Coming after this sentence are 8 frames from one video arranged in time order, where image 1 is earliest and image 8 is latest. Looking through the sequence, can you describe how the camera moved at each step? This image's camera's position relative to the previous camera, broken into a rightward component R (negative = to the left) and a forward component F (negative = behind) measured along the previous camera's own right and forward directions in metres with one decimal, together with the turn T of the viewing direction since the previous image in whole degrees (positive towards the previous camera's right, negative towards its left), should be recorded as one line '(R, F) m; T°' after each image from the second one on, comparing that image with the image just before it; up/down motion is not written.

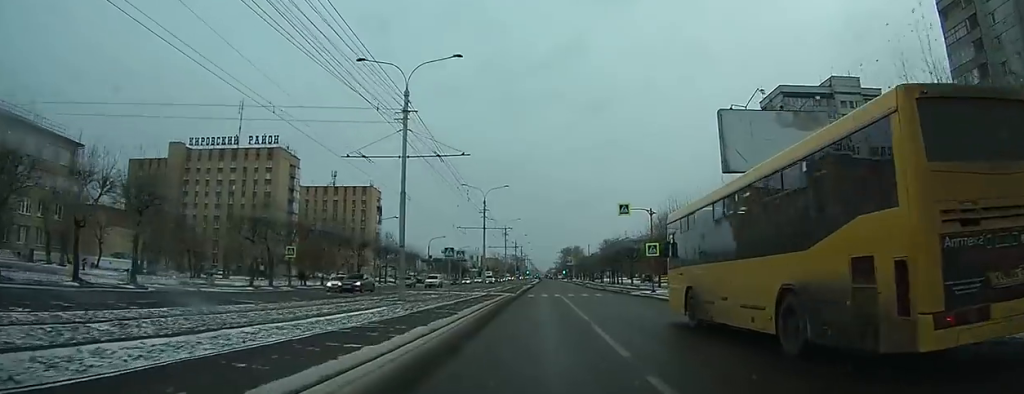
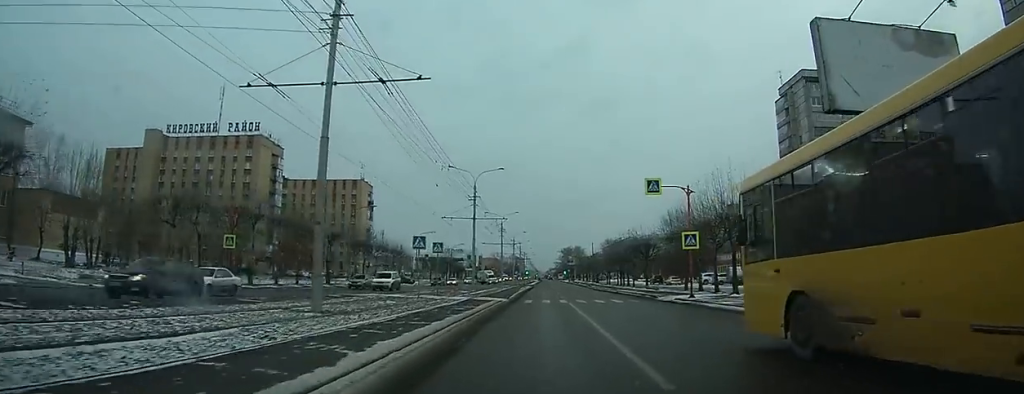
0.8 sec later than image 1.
(0.0, +10.7) m; 0°
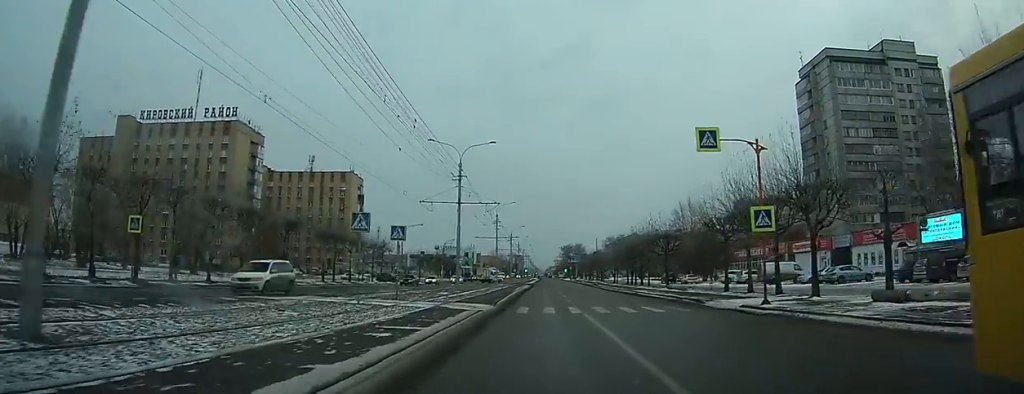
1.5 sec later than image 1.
(0.0, +9.6) m; 0°
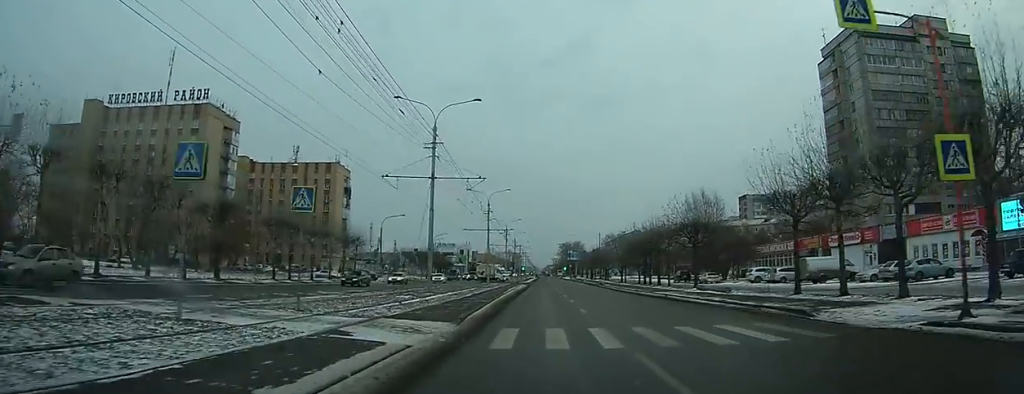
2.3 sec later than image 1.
(0.0, +9.5) m; 0°
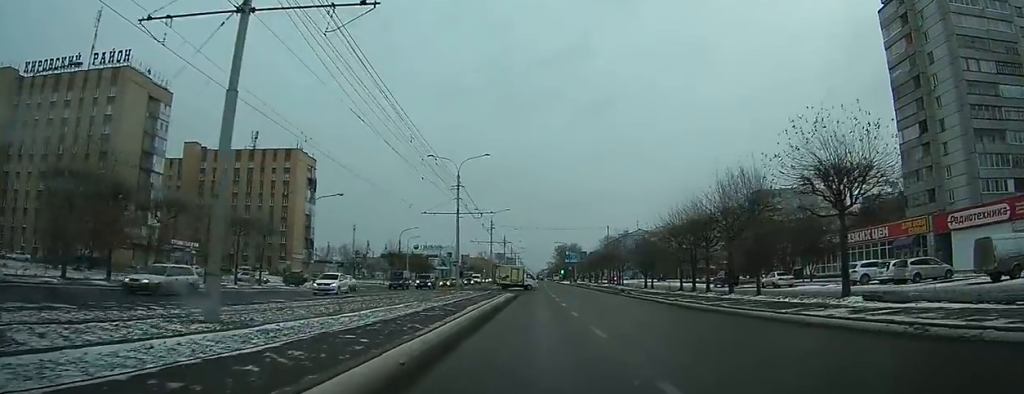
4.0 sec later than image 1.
(+0.1, +21.5) m; +1°
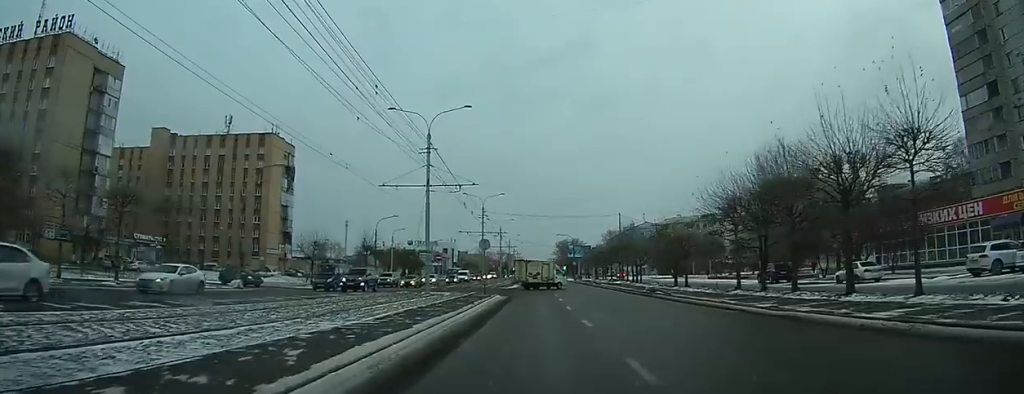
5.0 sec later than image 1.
(0.0, +13.6) m; 0°
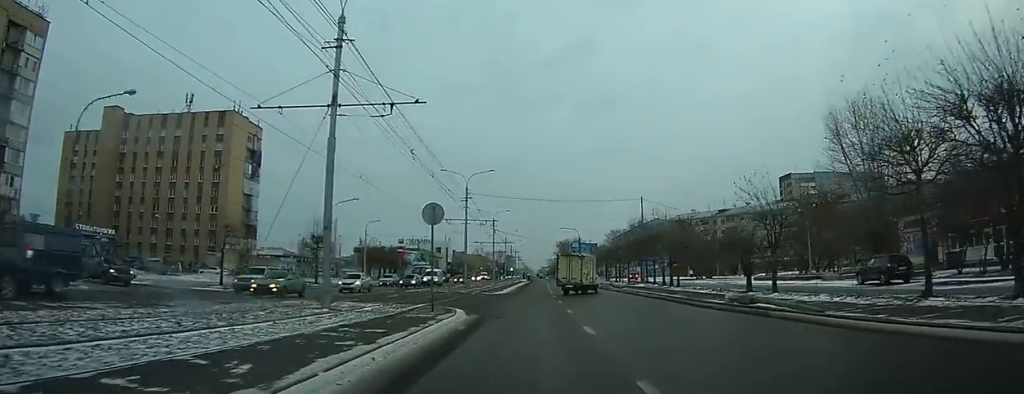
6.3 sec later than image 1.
(-0.1, +17.9) m; -1°
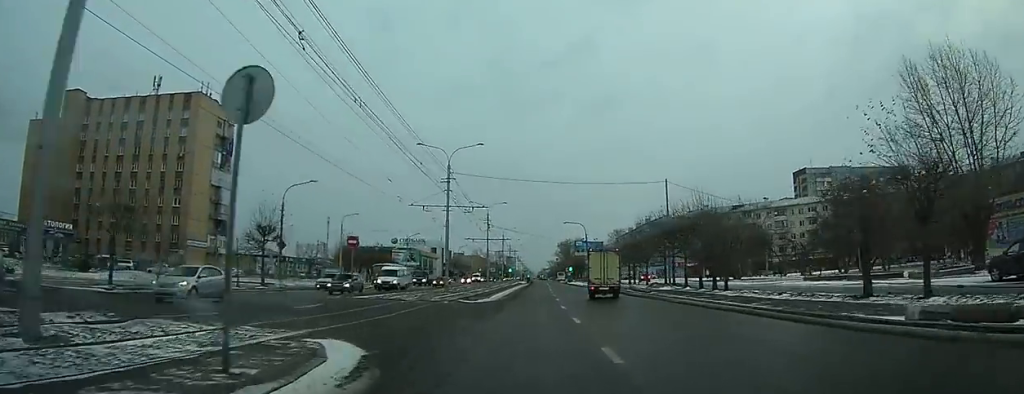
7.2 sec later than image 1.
(-0.1, +12.6) m; 0°
